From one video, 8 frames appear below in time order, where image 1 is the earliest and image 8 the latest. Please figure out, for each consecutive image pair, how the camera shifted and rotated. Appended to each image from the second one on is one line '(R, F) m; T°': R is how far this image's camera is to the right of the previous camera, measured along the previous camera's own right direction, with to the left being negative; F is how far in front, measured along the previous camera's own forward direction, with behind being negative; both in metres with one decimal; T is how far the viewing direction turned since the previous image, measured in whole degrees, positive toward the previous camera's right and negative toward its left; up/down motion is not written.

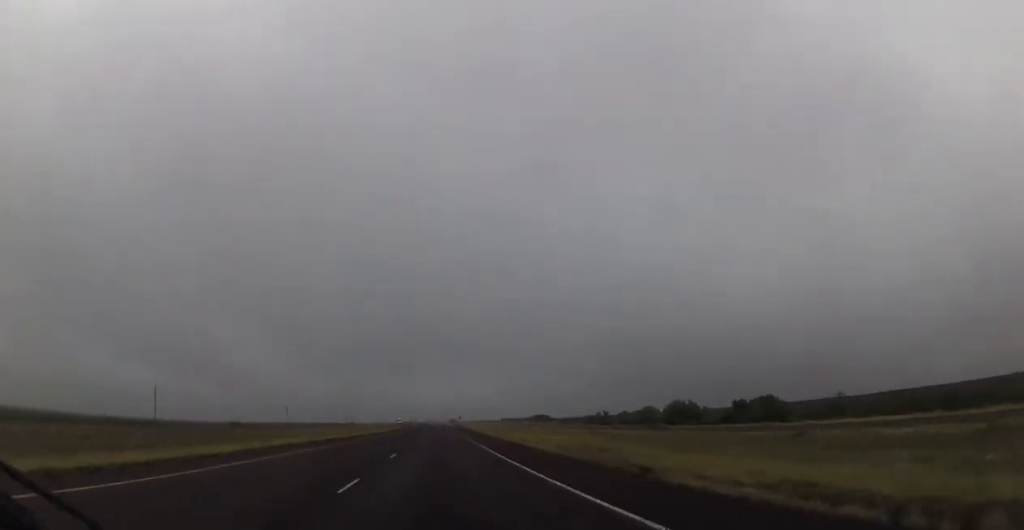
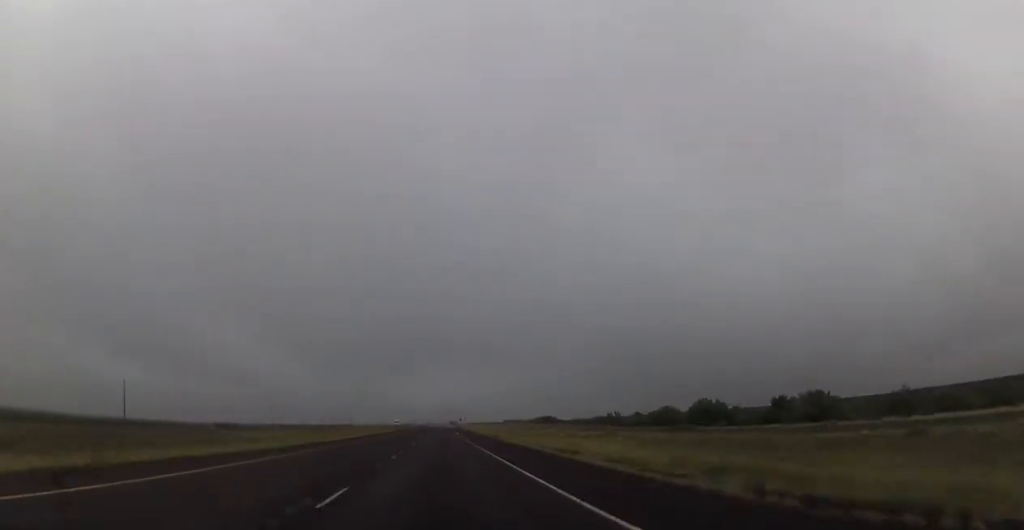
(+0.2, +14.4) m; 0°
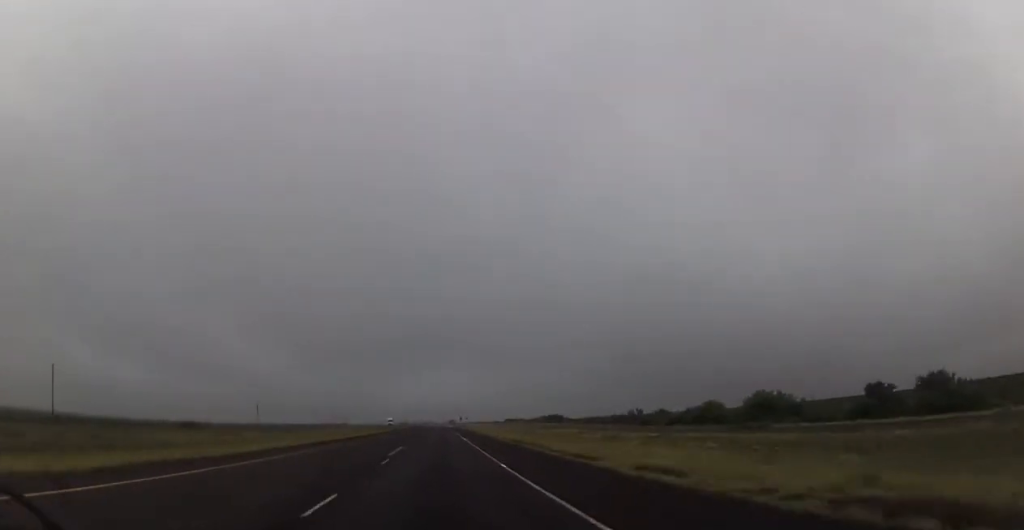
(+0.2, +25.3) m; 0°
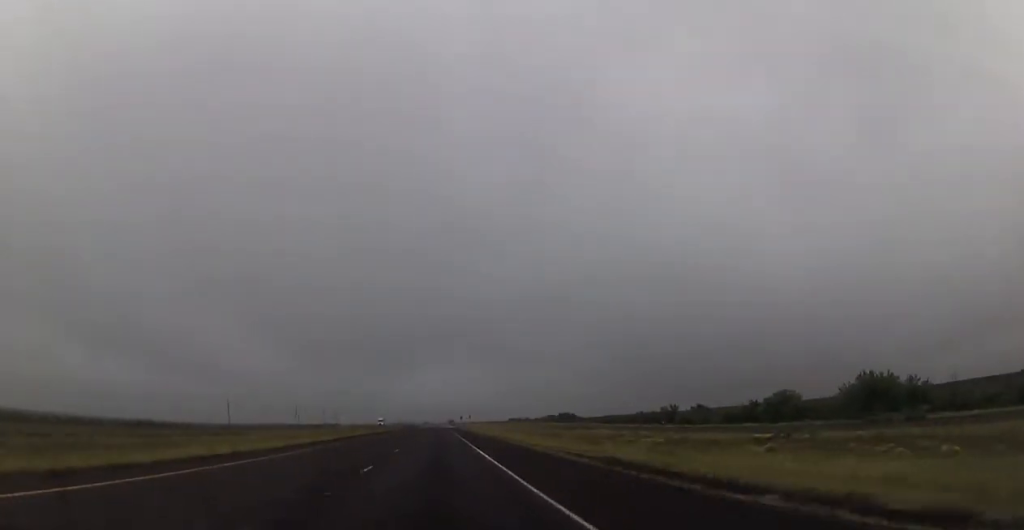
(-0.1, +29.0) m; -1°
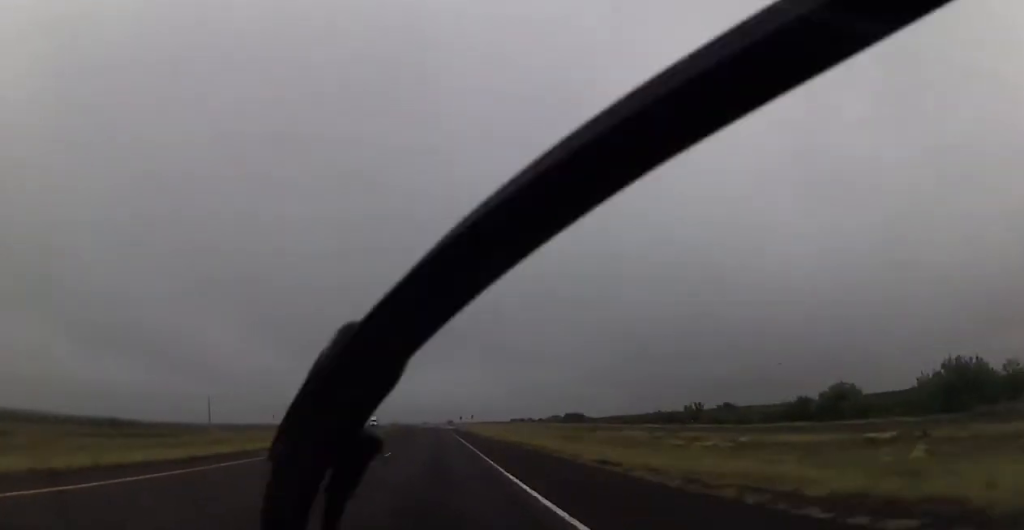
(-0.1, +15.7) m; 0°
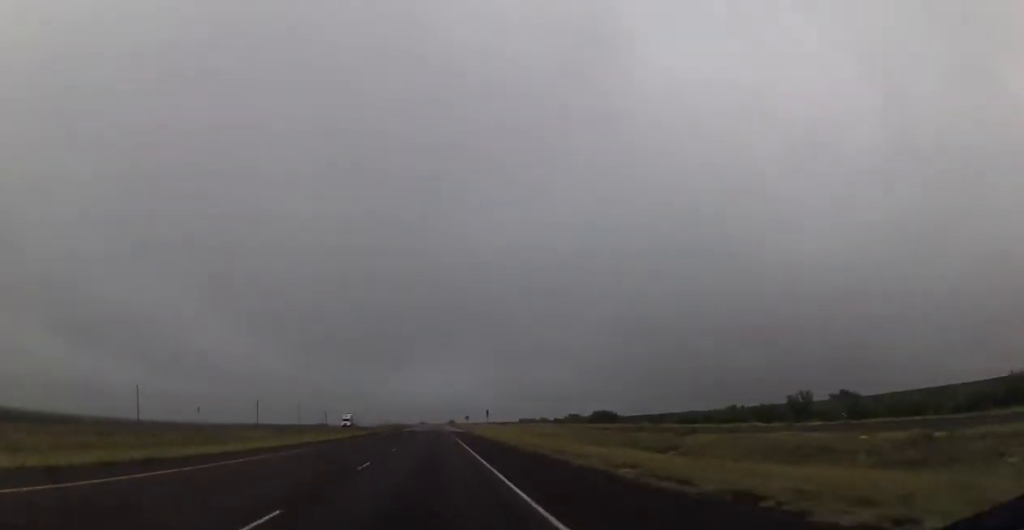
(0.0, +43.6) m; 0°
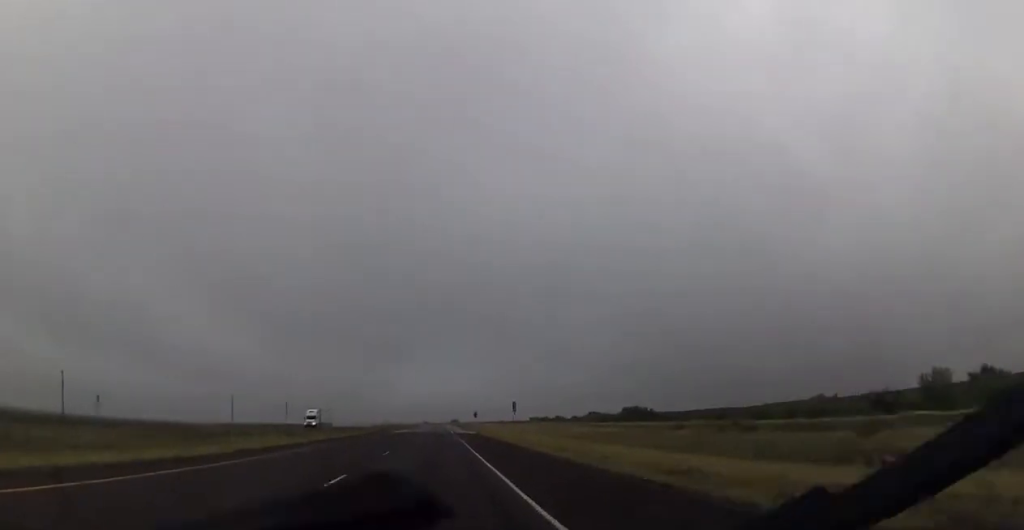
(+0.1, +30.3) m; 0°
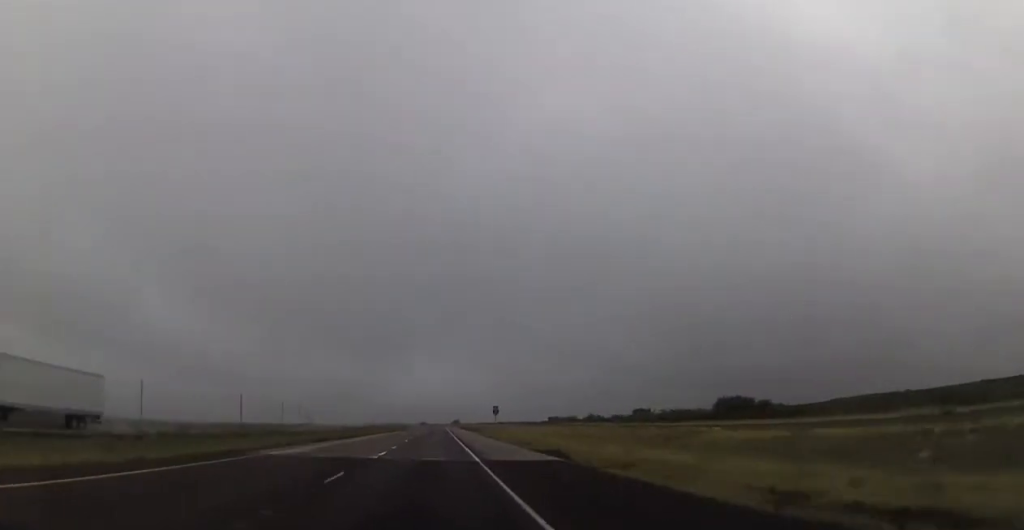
(-0.1, +60.7) m; 0°
